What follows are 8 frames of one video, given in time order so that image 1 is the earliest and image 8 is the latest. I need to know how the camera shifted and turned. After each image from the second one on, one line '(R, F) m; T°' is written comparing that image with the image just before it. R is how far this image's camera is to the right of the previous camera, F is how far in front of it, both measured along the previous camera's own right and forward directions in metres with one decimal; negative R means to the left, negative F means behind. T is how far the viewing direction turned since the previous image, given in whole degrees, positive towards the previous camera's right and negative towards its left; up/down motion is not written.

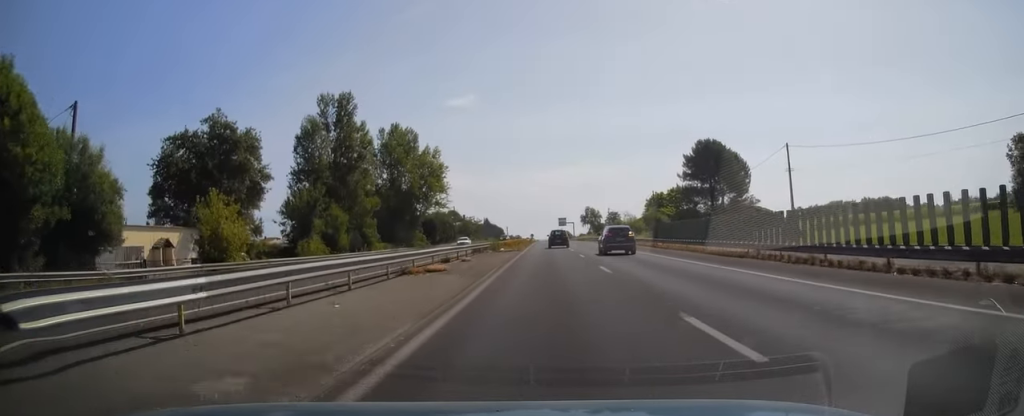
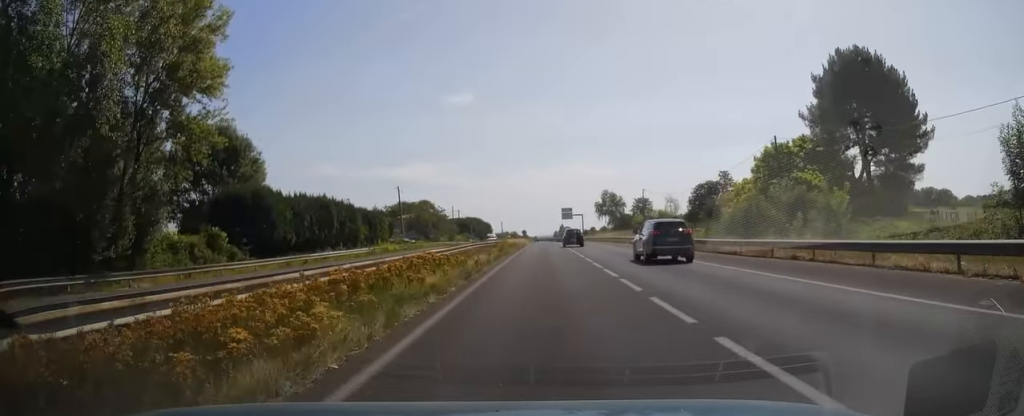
(-0.4, +63.1) m; 0°
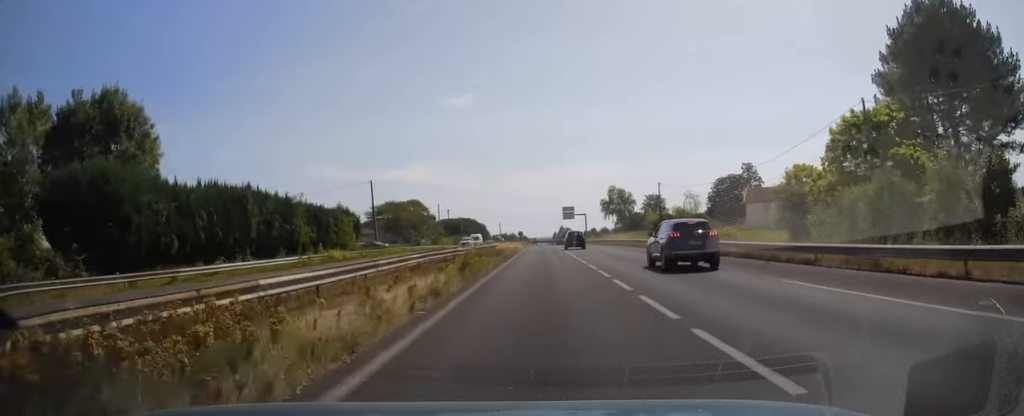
(-0.1, +16.3) m; 0°
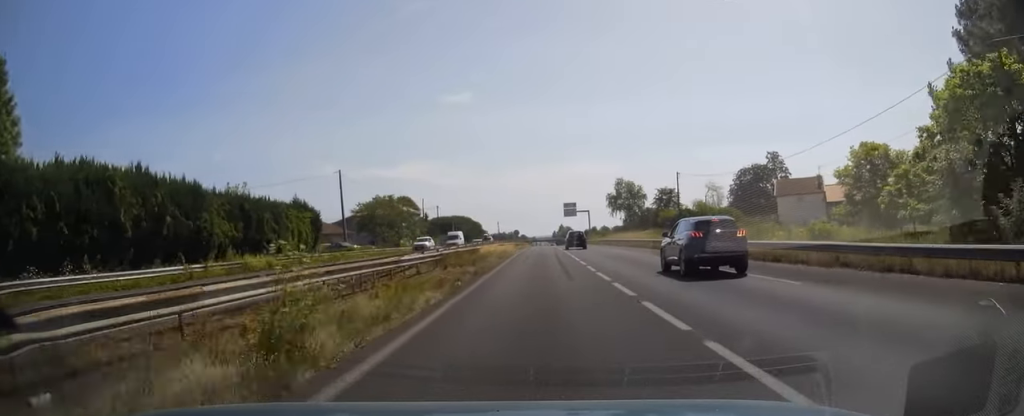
(+0.2, +13.9) m; 0°
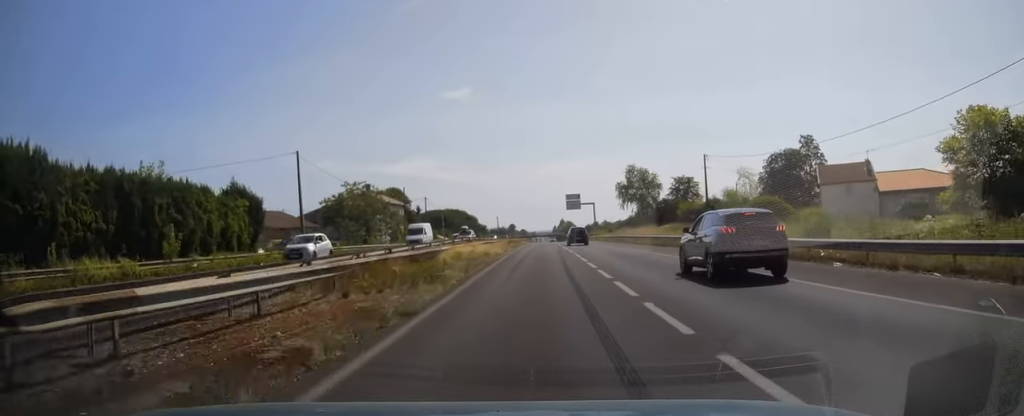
(+0.2, +13.9) m; 0°
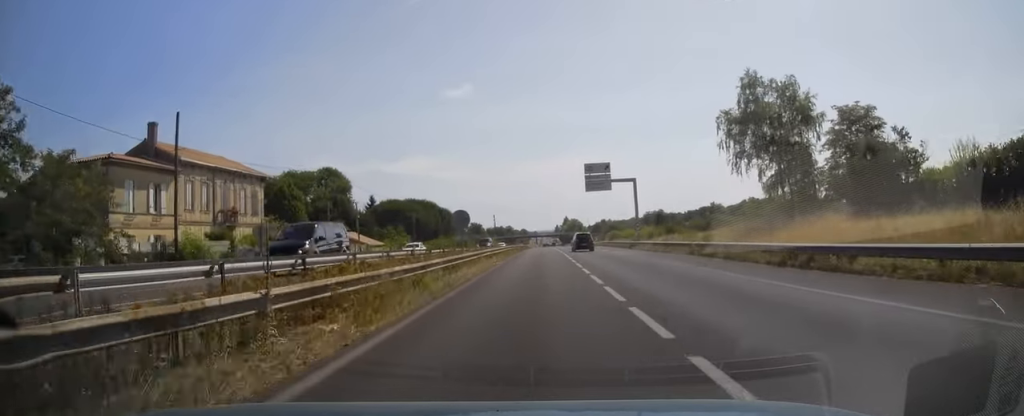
(-0.8, +56.1) m; -1°
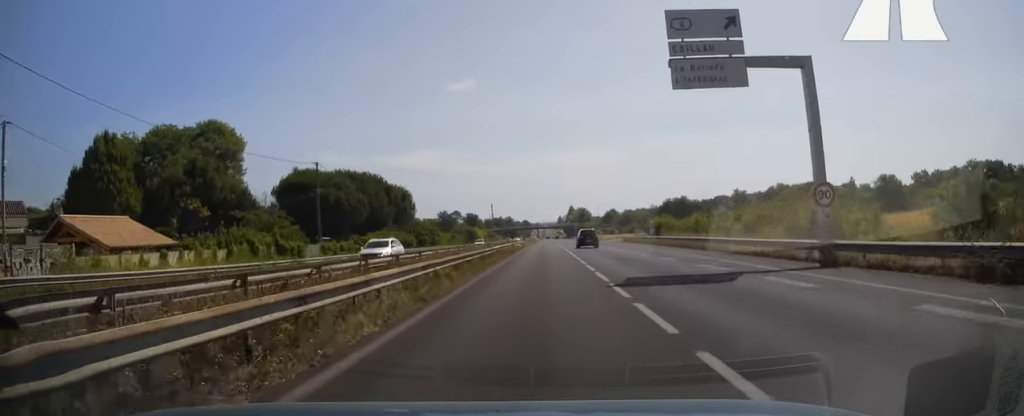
(+0.5, +47.2) m; +1°
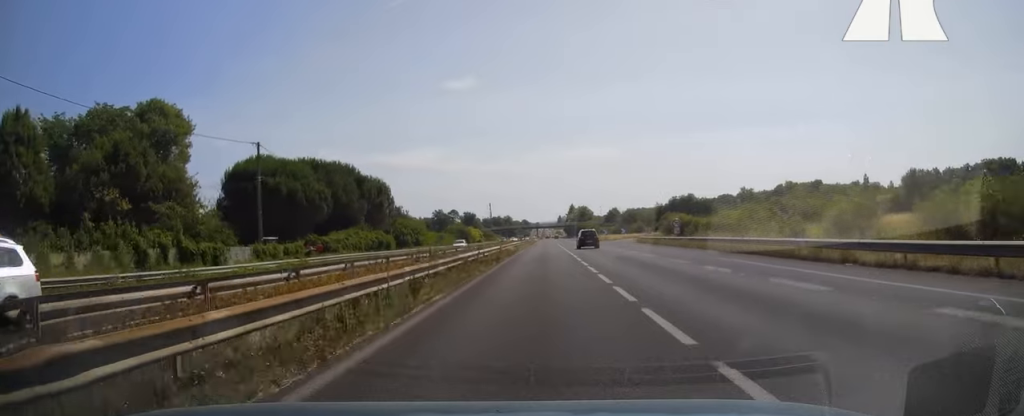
(+0.2, +13.4) m; 0°
